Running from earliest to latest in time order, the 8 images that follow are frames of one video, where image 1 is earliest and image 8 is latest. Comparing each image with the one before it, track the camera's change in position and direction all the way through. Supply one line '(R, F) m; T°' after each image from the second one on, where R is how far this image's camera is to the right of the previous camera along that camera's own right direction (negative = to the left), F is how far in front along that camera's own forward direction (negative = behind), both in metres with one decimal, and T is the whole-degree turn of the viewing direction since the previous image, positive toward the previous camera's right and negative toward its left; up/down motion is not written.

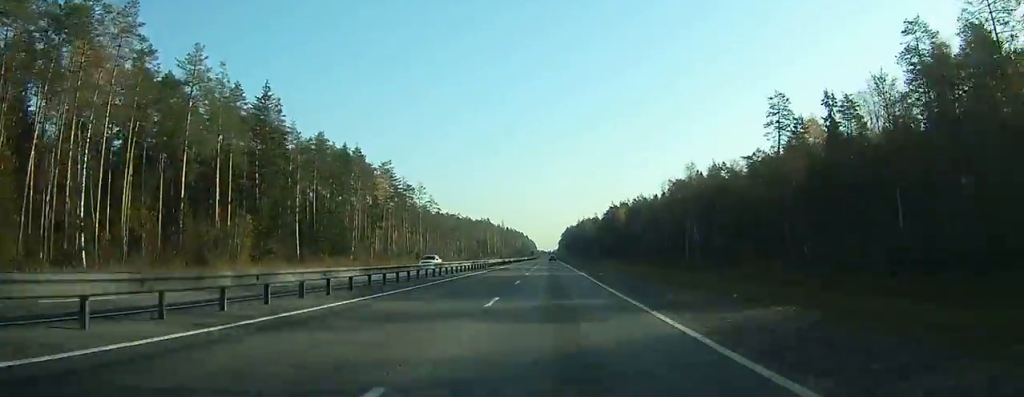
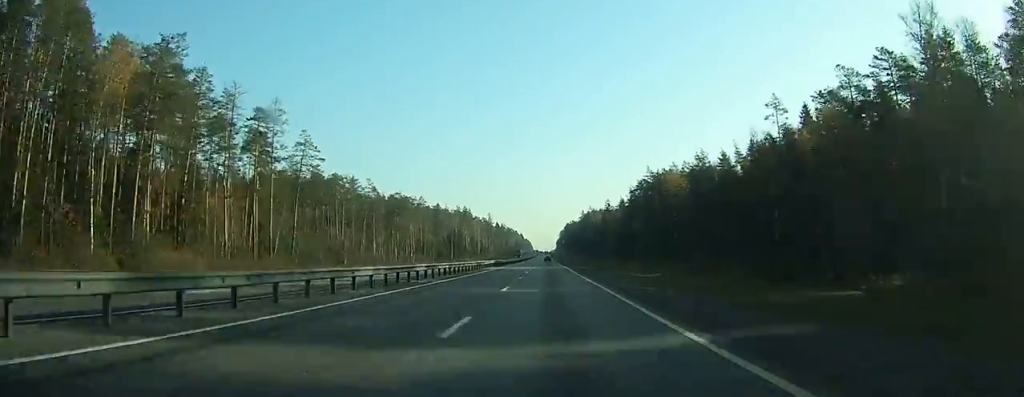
(+0.2, +105.1) m; 0°
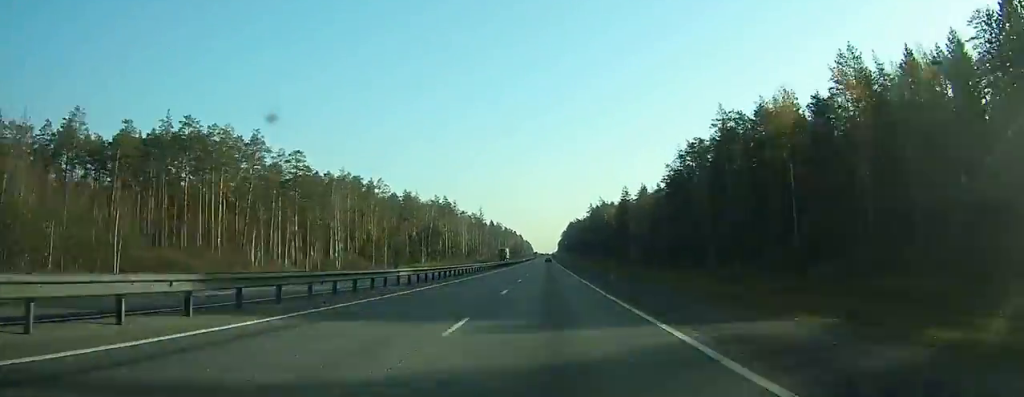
(-0.3, +62.6) m; 0°
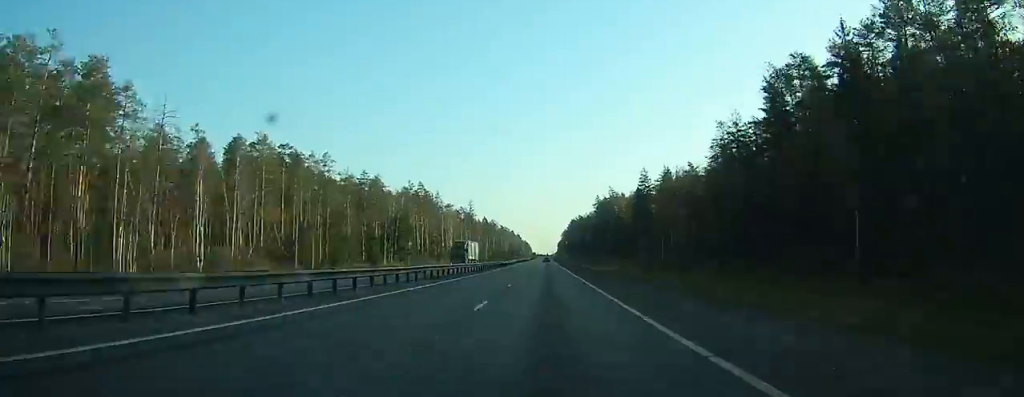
(0.0, +42.0) m; 0°
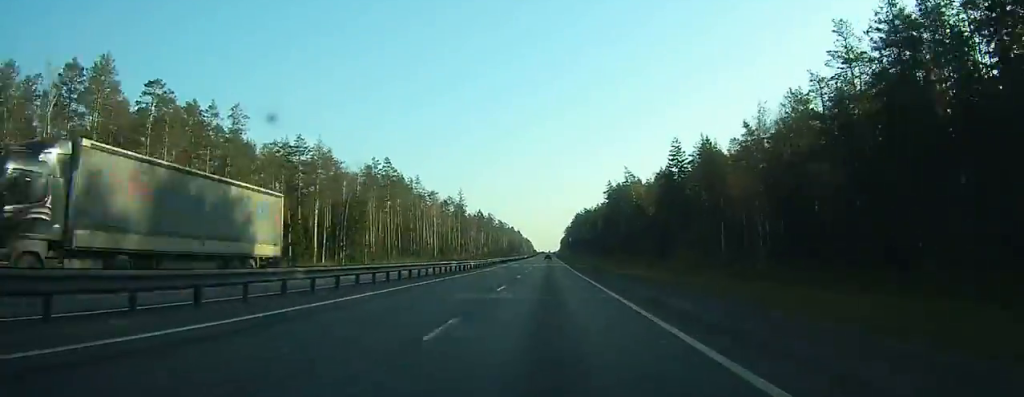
(+0.1, +38.2) m; 0°
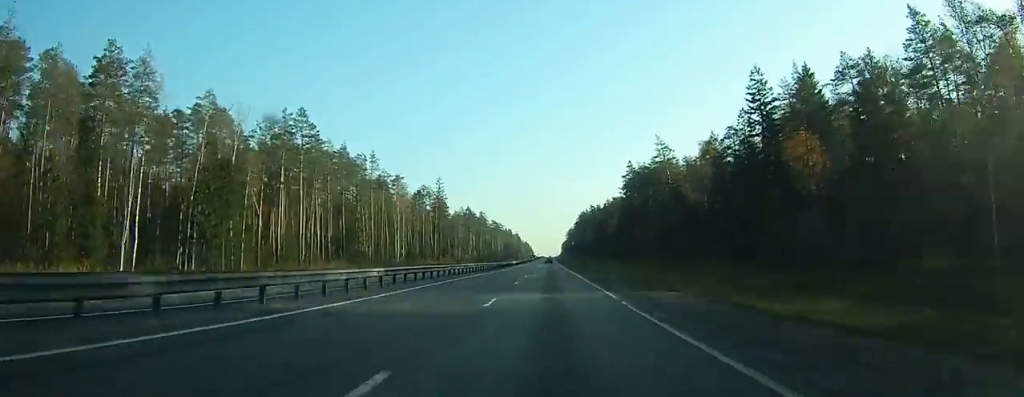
(+0.1, +48.1) m; 0°
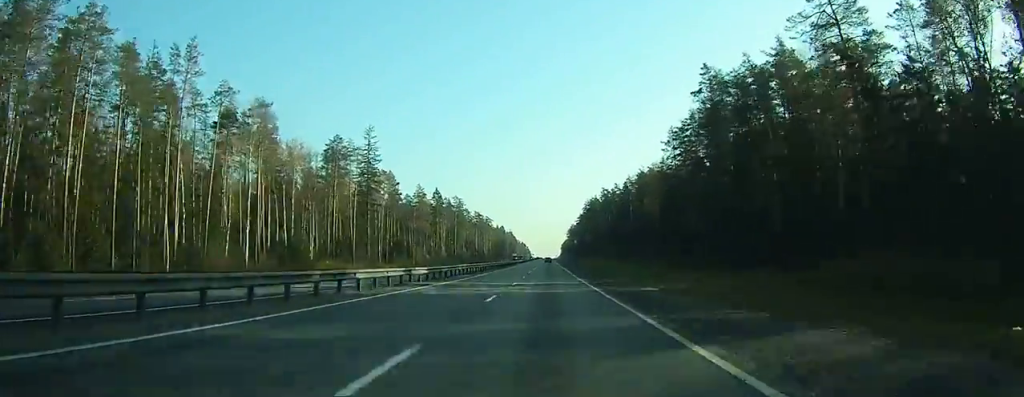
(+0.1, +74.2) m; 0°
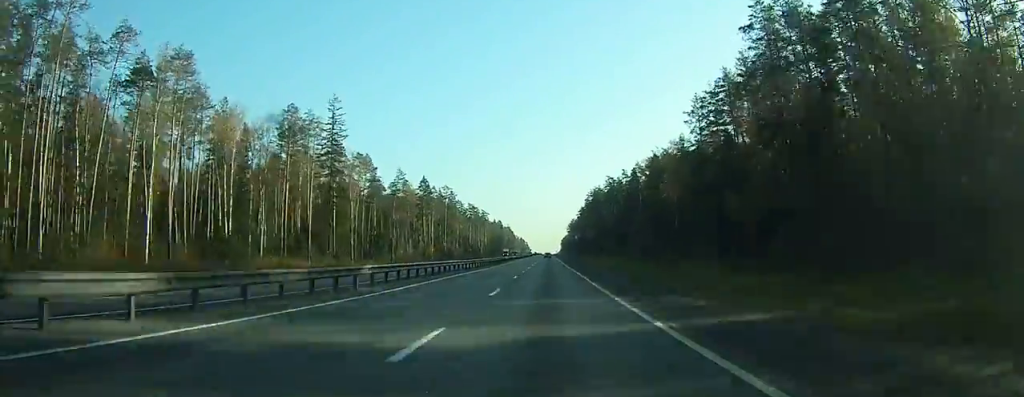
(+0.1, +20.2) m; 0°
